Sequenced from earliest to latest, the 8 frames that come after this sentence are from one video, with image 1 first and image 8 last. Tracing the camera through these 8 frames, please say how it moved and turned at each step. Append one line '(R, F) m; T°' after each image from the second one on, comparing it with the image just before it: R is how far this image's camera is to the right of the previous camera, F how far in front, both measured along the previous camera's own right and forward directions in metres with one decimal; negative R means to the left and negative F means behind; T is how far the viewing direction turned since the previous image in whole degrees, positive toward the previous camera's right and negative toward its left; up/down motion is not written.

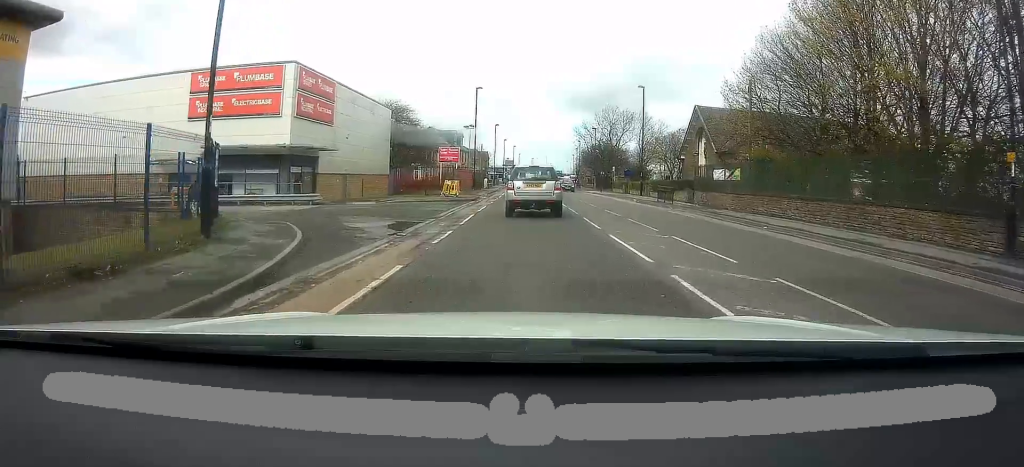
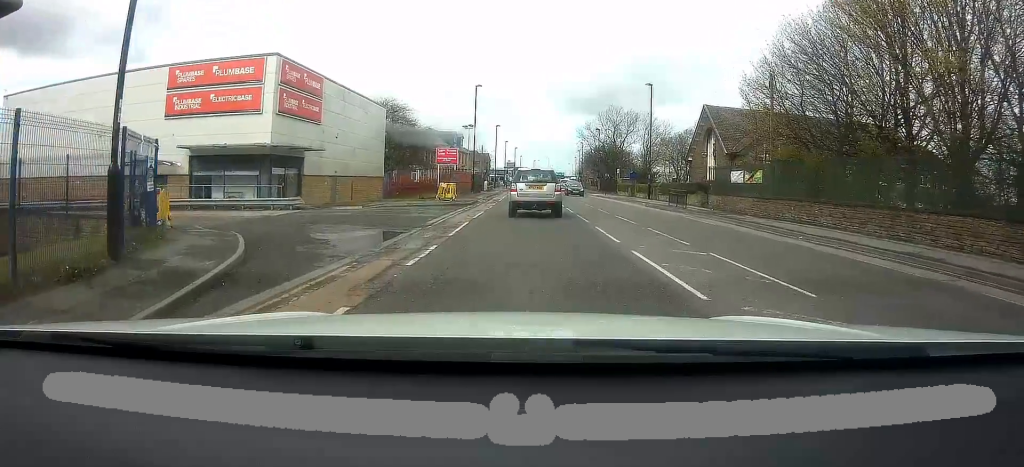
(+0.1, +2.9) m; 0°
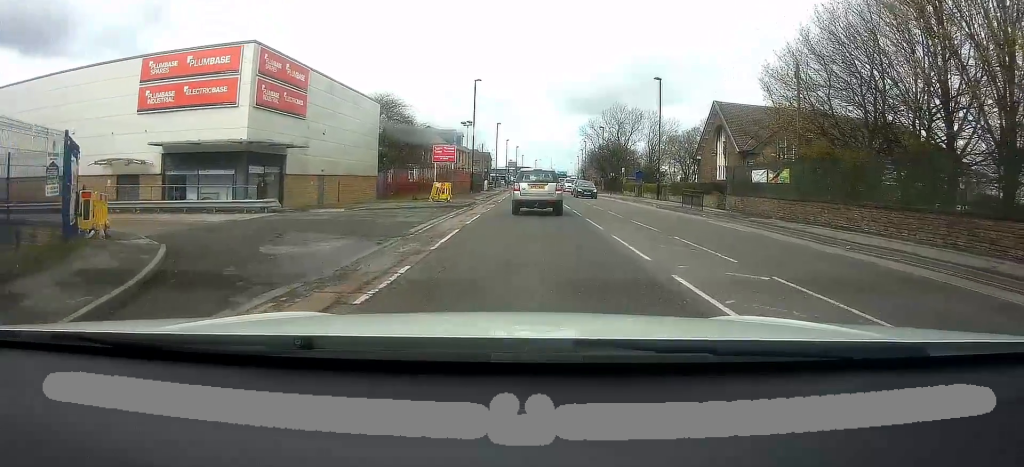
(-0.1, +3.1) m; -2°
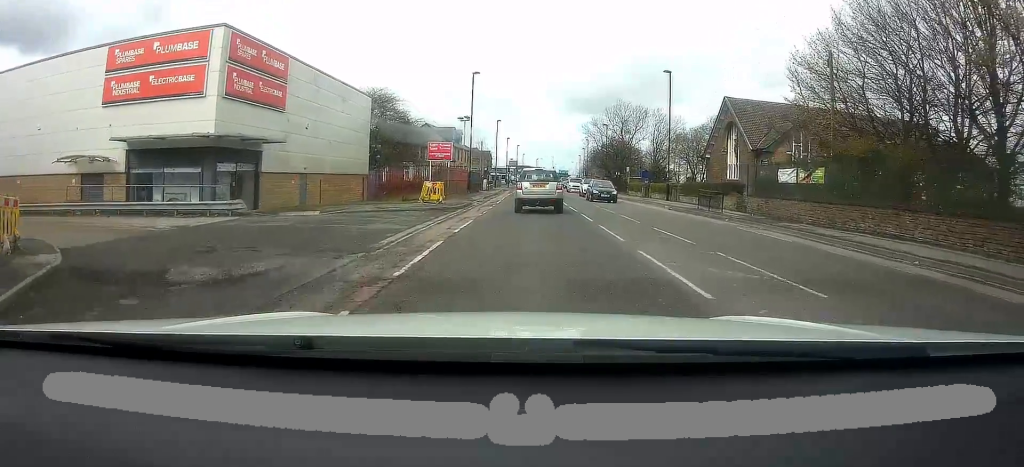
(0.0, +3.2) m; -1°
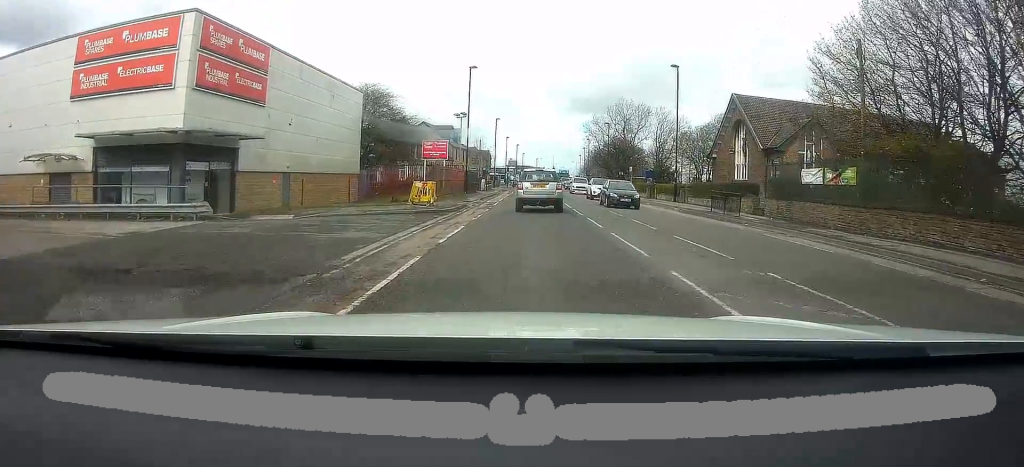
(-0.1, +2.6) m; 0°
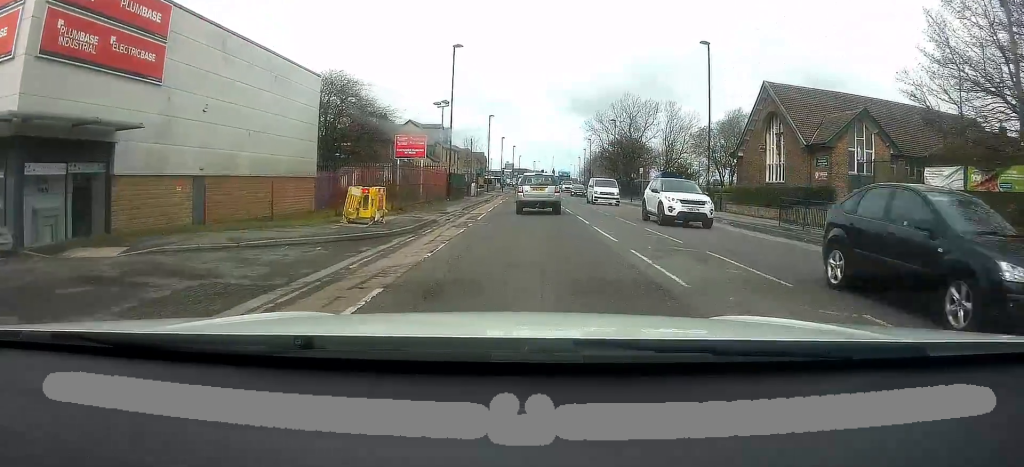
(+0.1, +8.8) m; +1°
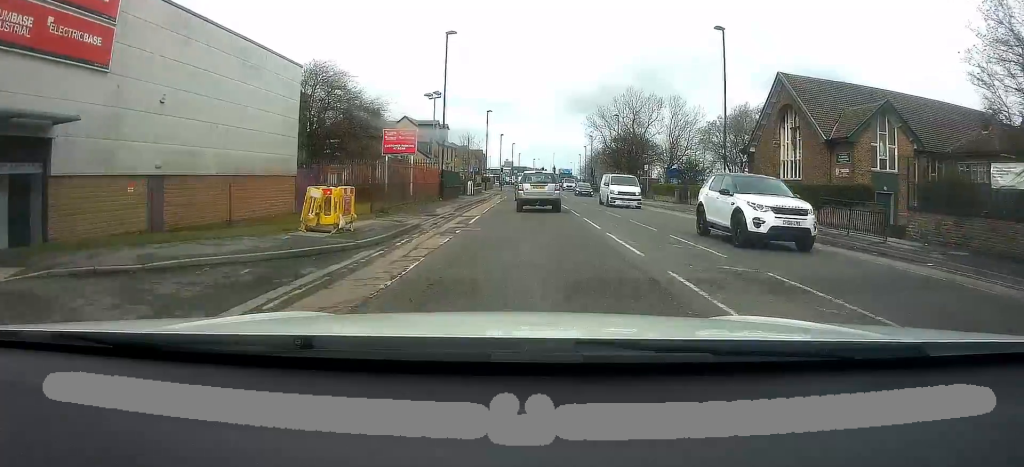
(0.0, +3.1) m; 0°
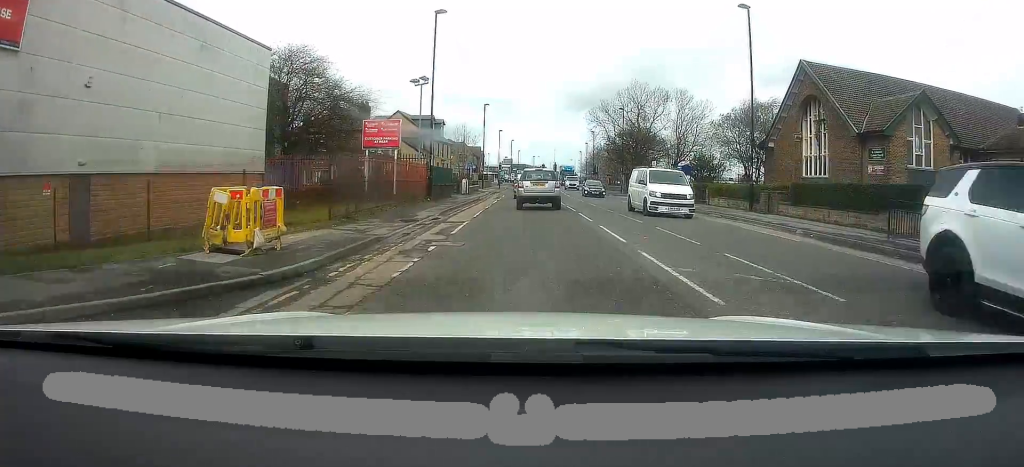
(0.0, +4.2) m; -1°
